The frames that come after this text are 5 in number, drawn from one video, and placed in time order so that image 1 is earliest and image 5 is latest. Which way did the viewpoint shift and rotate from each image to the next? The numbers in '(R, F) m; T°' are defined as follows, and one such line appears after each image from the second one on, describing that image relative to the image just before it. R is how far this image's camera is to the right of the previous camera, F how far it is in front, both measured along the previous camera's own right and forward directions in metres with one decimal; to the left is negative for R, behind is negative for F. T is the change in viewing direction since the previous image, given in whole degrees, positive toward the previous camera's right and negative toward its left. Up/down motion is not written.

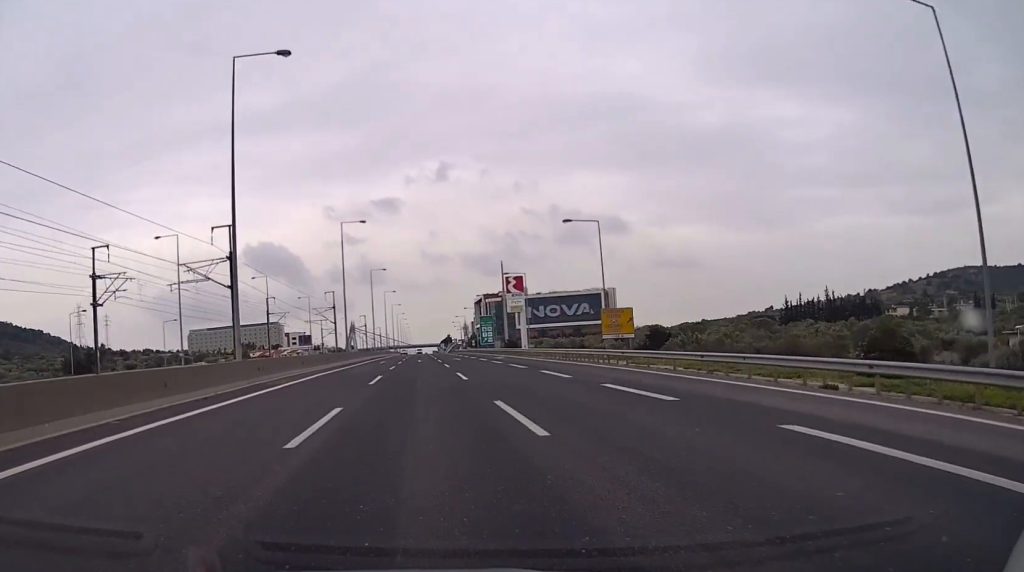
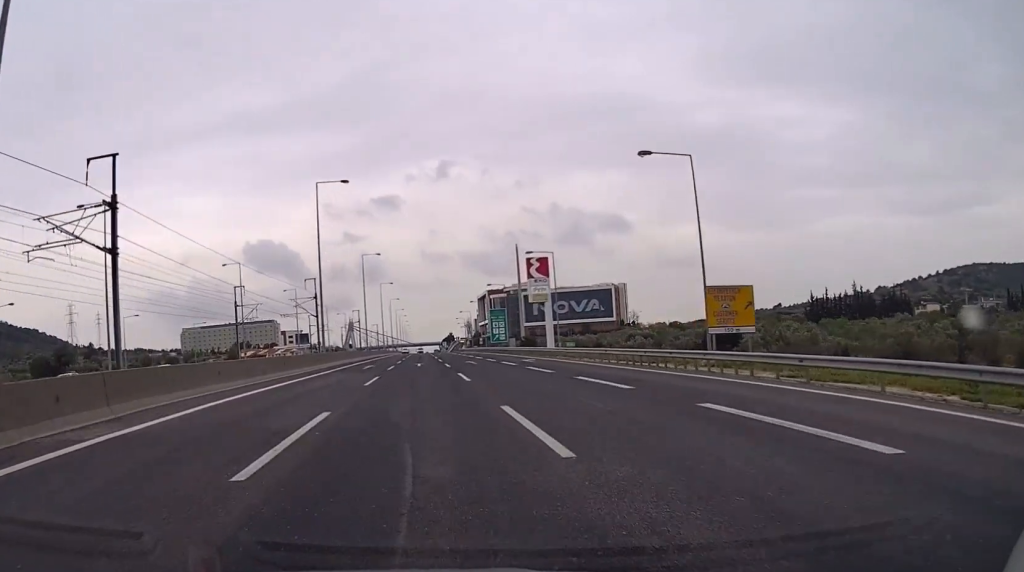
(0.0, +20.7) m; 0°
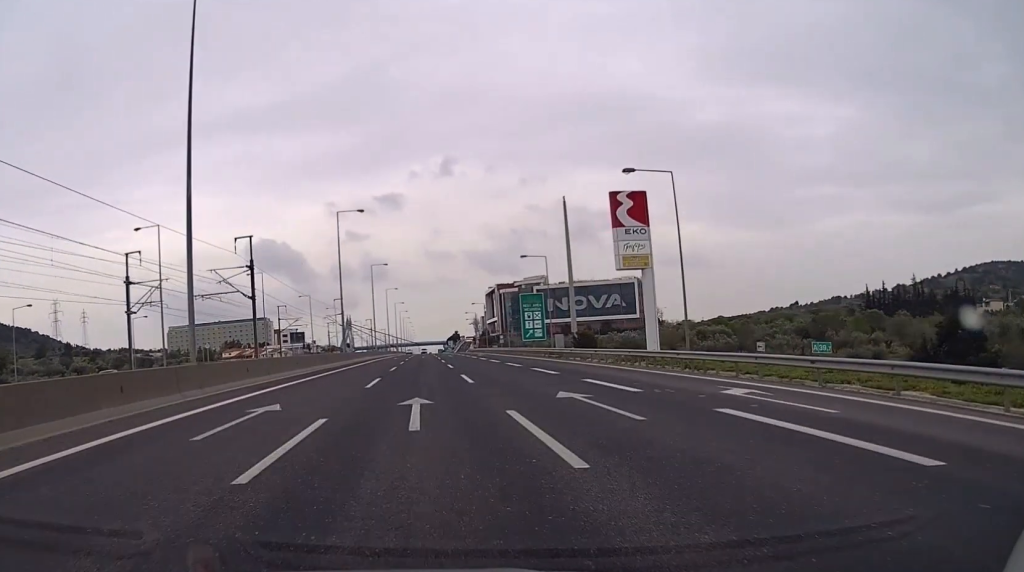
(-0.1, +36.5) m; 0°
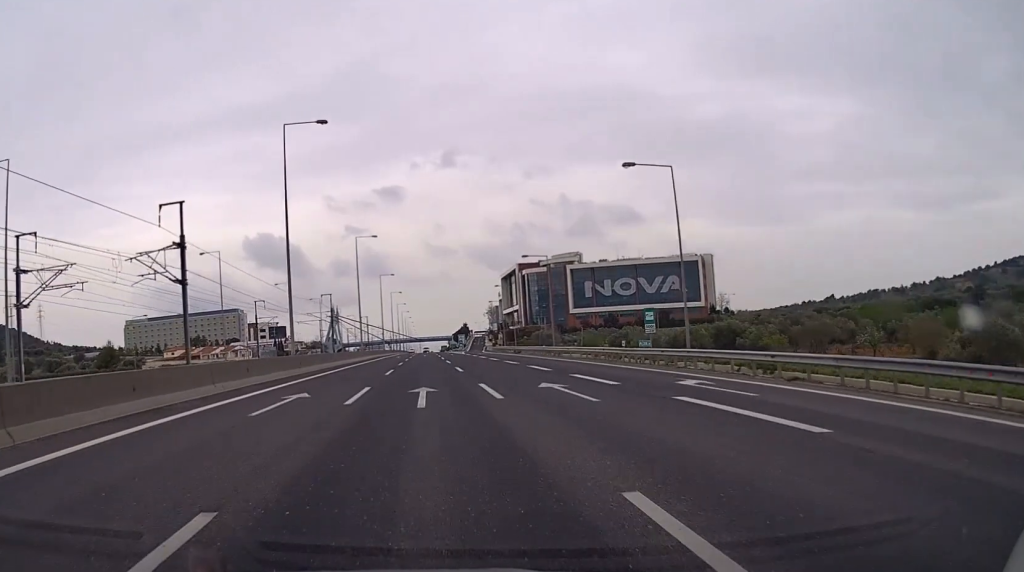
(+0.2, +80.1) m; 0°
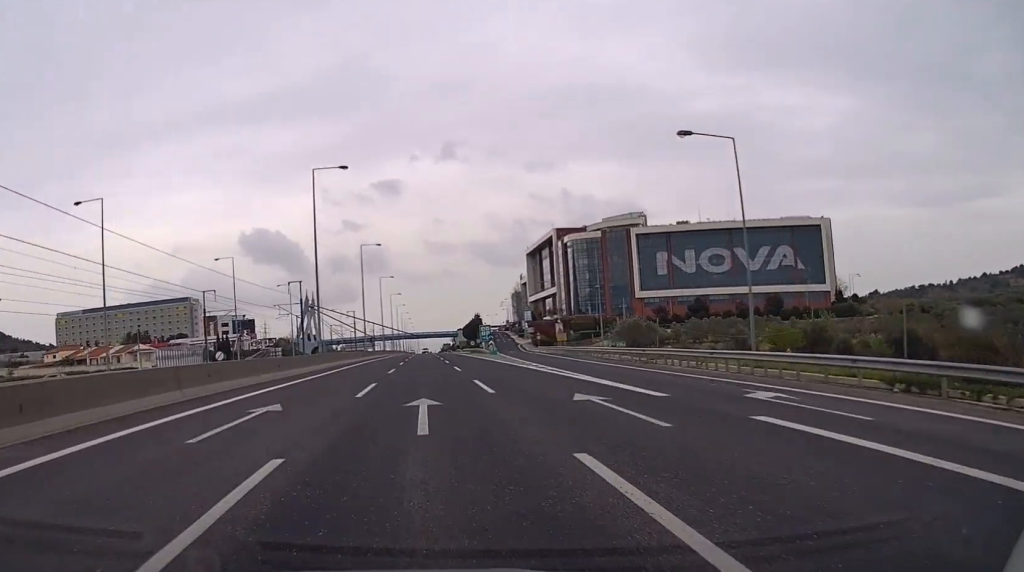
(0.0, +87.0) m; 0°
